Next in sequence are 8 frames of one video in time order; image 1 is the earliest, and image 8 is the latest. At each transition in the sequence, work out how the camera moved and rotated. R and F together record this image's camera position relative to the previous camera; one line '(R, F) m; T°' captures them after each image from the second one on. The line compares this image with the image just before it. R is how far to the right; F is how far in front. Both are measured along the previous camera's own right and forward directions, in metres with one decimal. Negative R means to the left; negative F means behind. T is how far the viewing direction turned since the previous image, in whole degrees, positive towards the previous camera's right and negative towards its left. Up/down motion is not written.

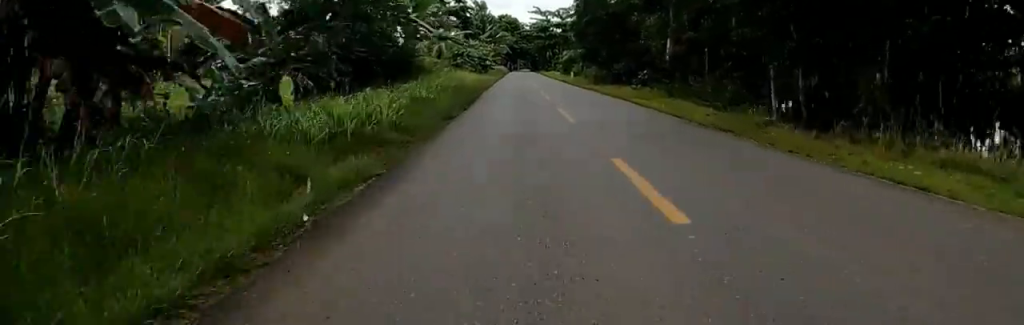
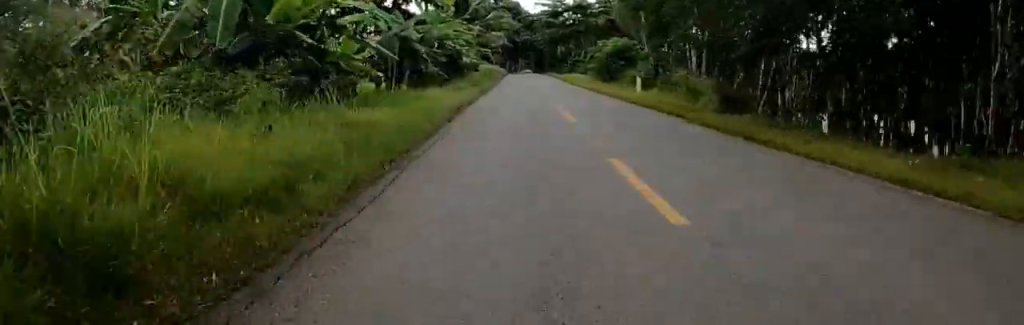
(+2.1, +31.3) m; 0°
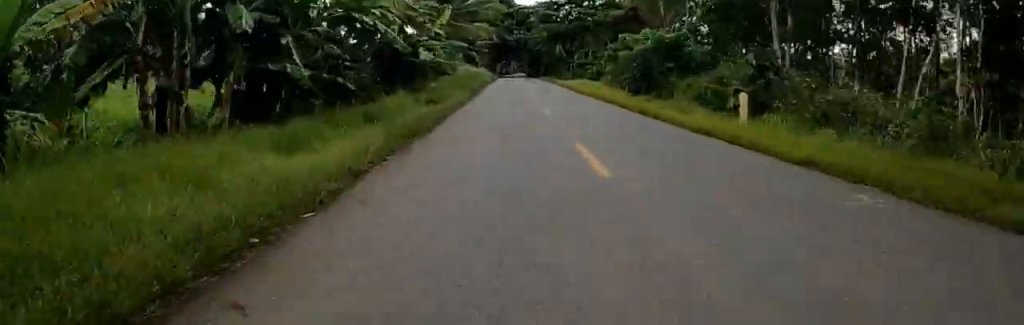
(-0.5, +13.4) m; 0°
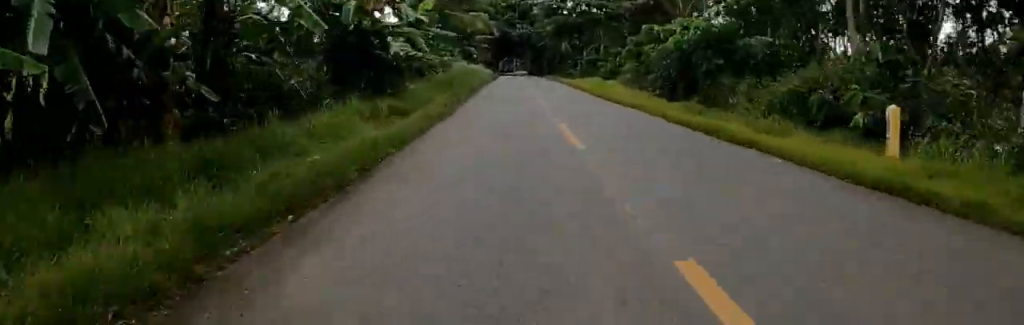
(+0.4, +5.1) m; +1°
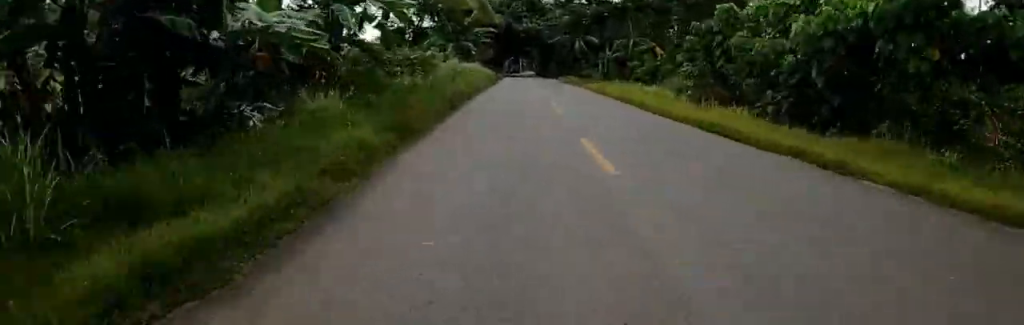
(-0.3, +9.2) m; 0°
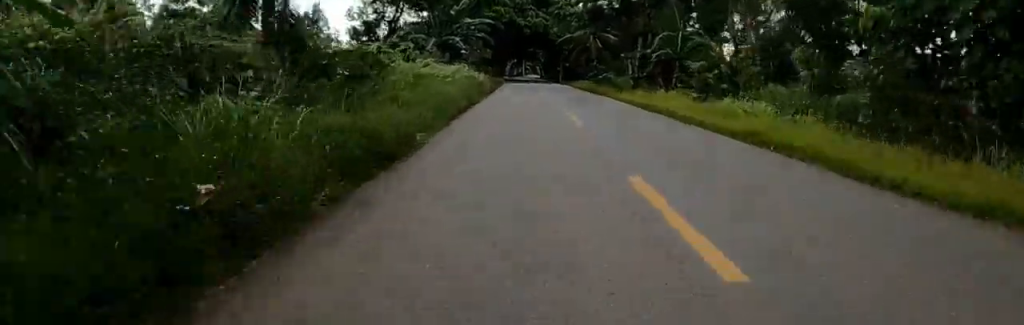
(0.0, +10.3) m; +1°
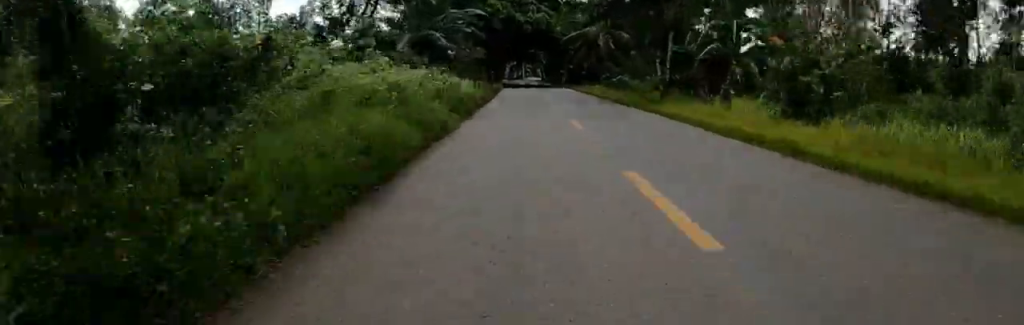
(+0.1, +6.9) m; +1°
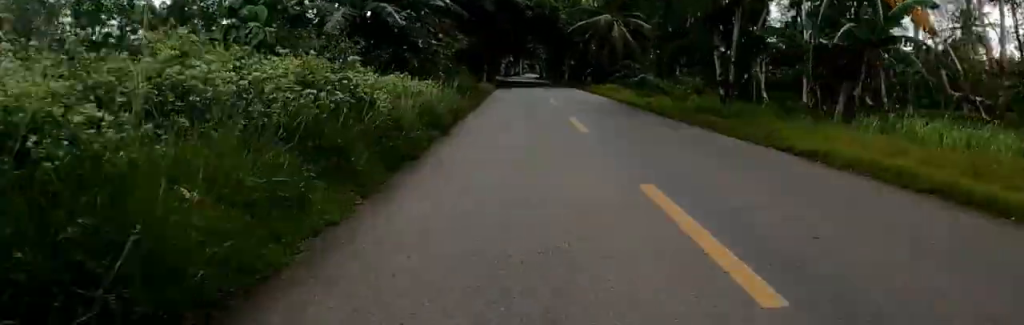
(0.0, +9.3) m; 0°
